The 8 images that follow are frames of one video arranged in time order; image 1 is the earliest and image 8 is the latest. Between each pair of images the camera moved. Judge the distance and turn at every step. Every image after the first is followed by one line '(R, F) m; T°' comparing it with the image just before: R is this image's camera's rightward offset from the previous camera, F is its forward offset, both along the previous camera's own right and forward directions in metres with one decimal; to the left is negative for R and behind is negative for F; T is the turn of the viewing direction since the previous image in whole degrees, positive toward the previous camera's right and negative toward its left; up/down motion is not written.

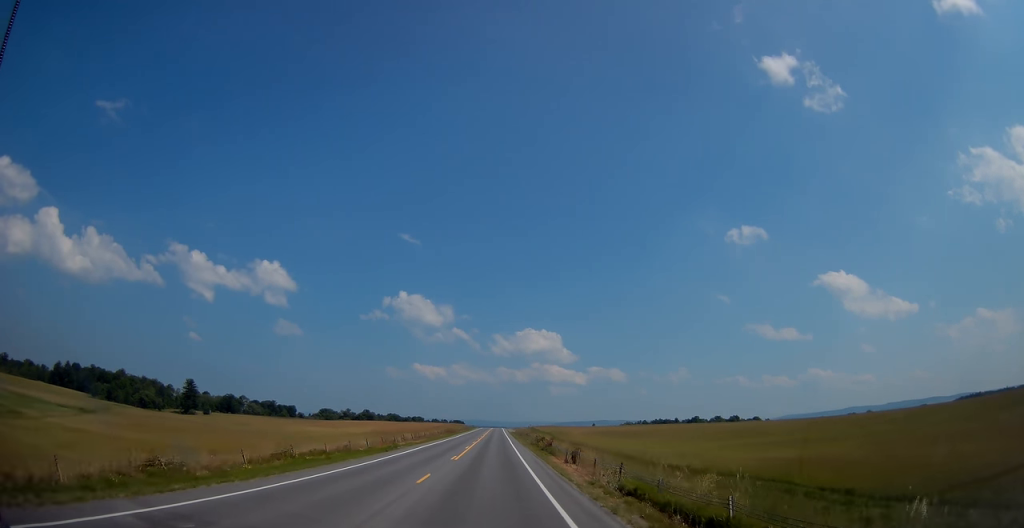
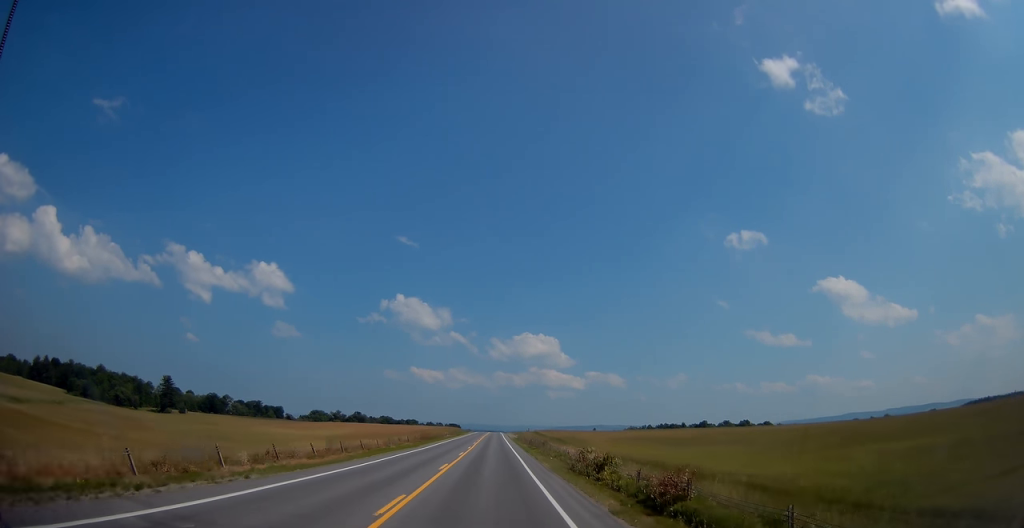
(0.0, +31.0) m; 0°
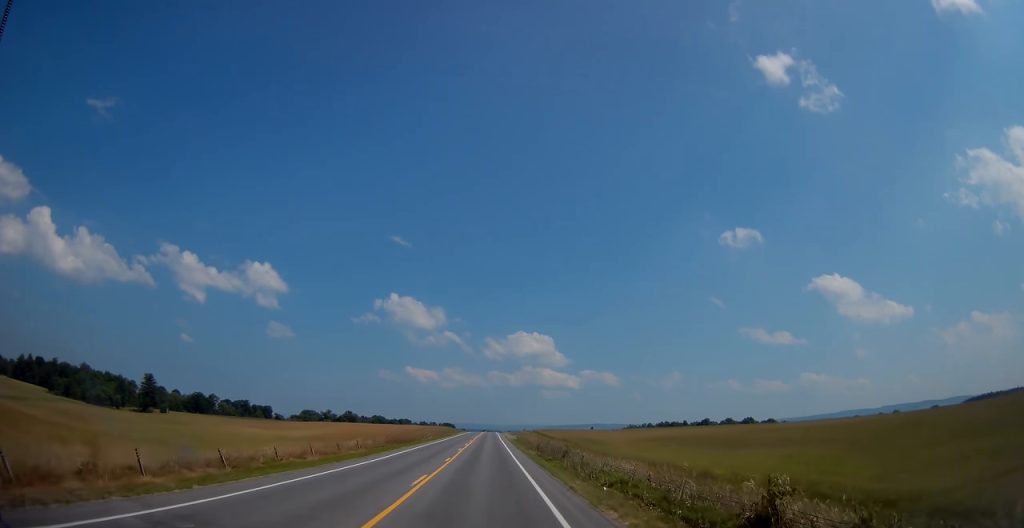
(0.0, +18.9) m; 0°
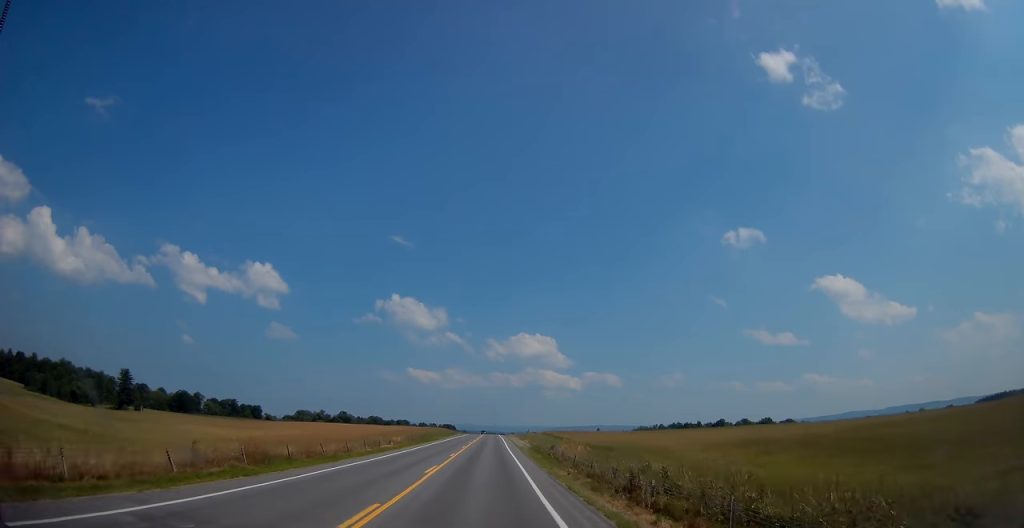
(+0.4, +32.6) m; +1°
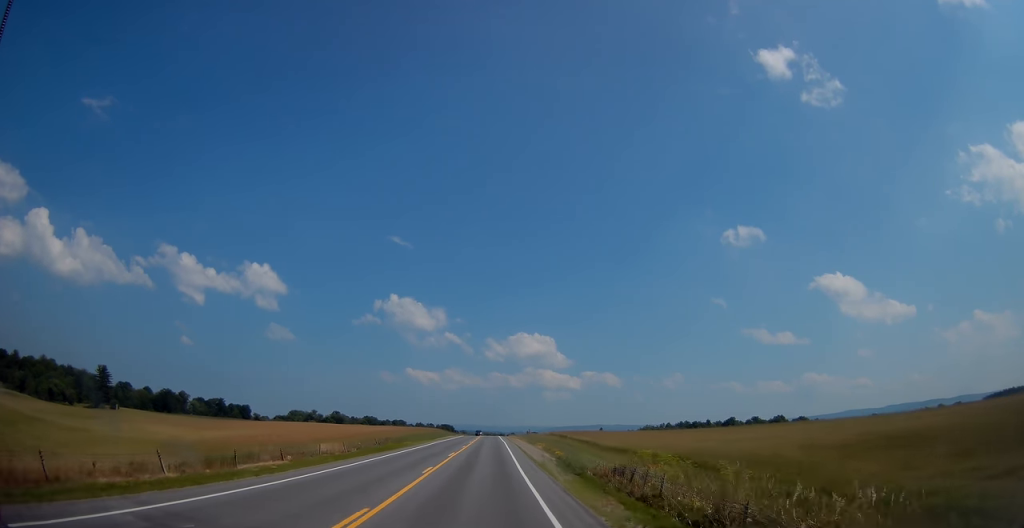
(-0.1, +24.8) m; -1°
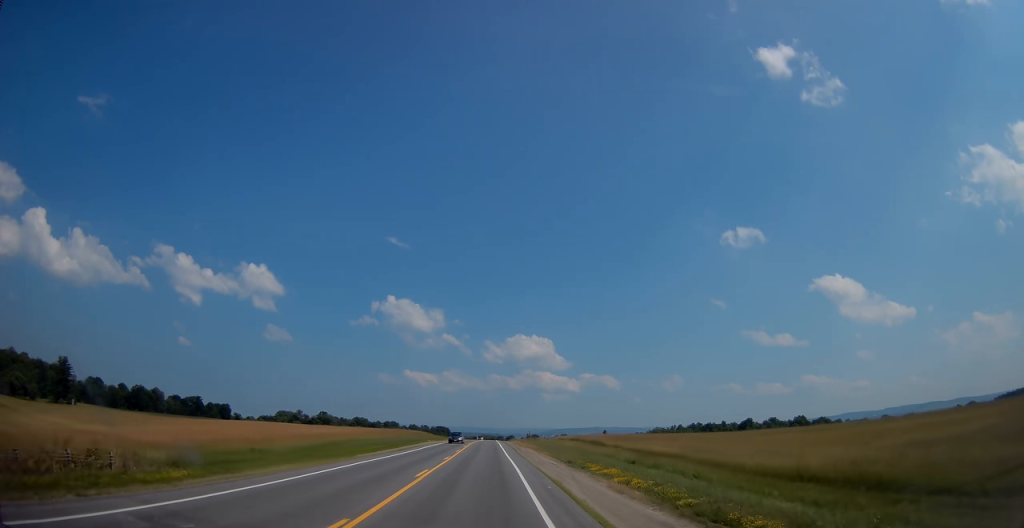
(-0.3, +38.4) m; 0°
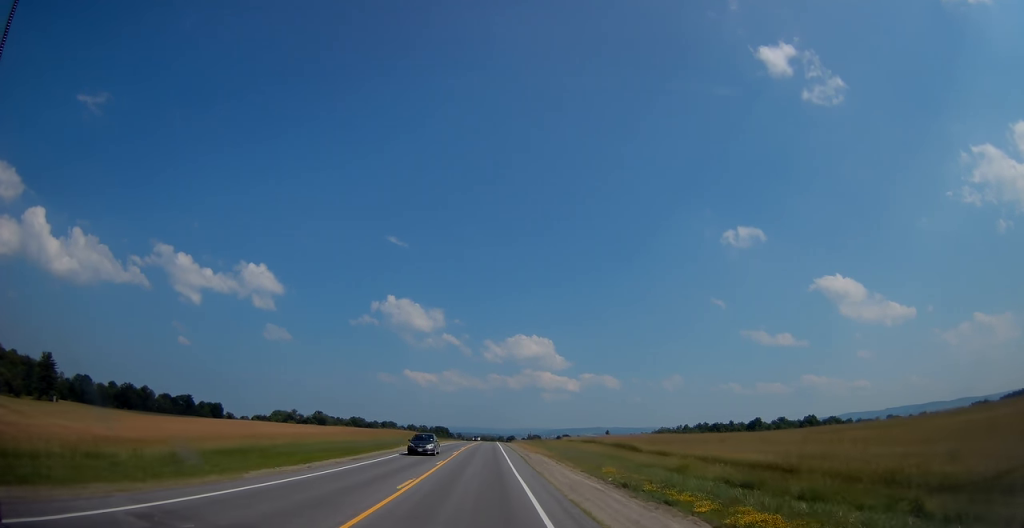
(+0.2, +15.3) m; 0°
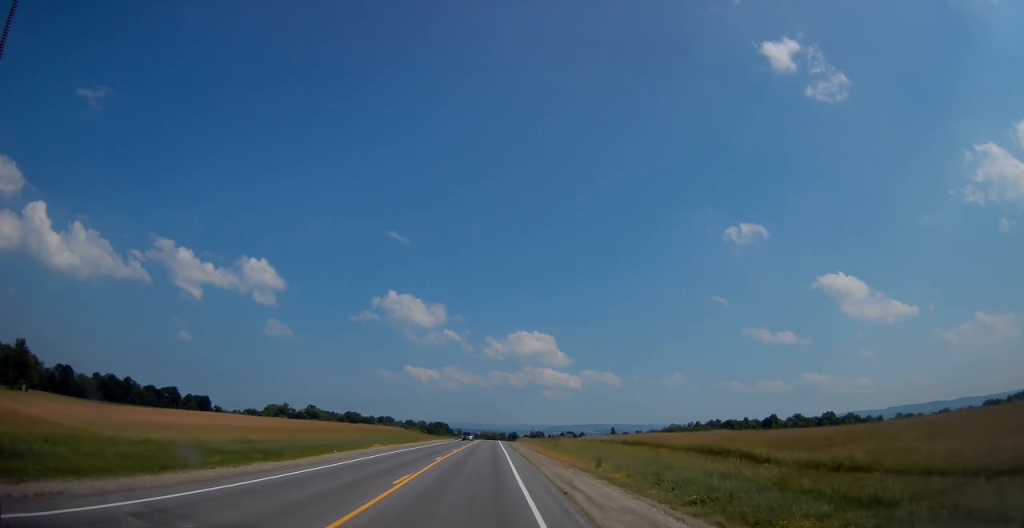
(+0.1, +24.8) m; 0°
